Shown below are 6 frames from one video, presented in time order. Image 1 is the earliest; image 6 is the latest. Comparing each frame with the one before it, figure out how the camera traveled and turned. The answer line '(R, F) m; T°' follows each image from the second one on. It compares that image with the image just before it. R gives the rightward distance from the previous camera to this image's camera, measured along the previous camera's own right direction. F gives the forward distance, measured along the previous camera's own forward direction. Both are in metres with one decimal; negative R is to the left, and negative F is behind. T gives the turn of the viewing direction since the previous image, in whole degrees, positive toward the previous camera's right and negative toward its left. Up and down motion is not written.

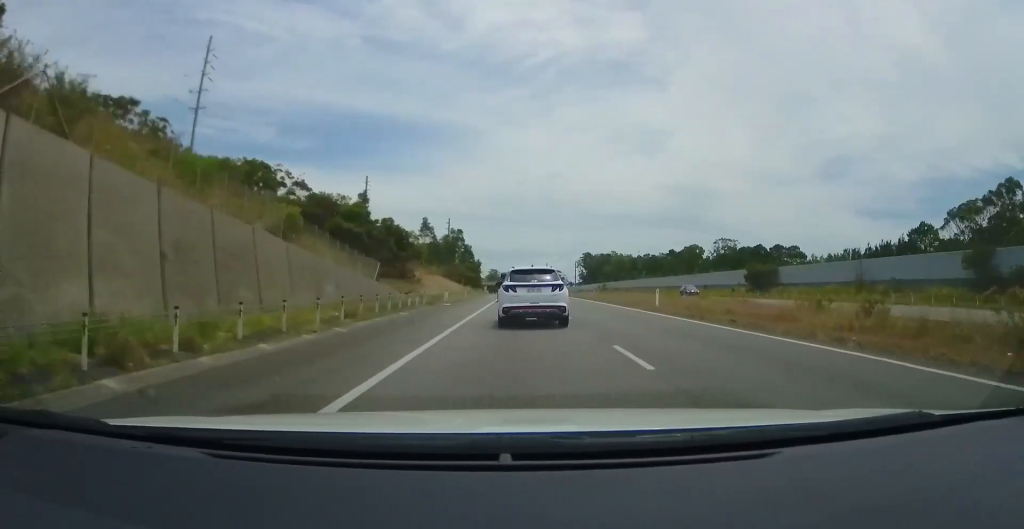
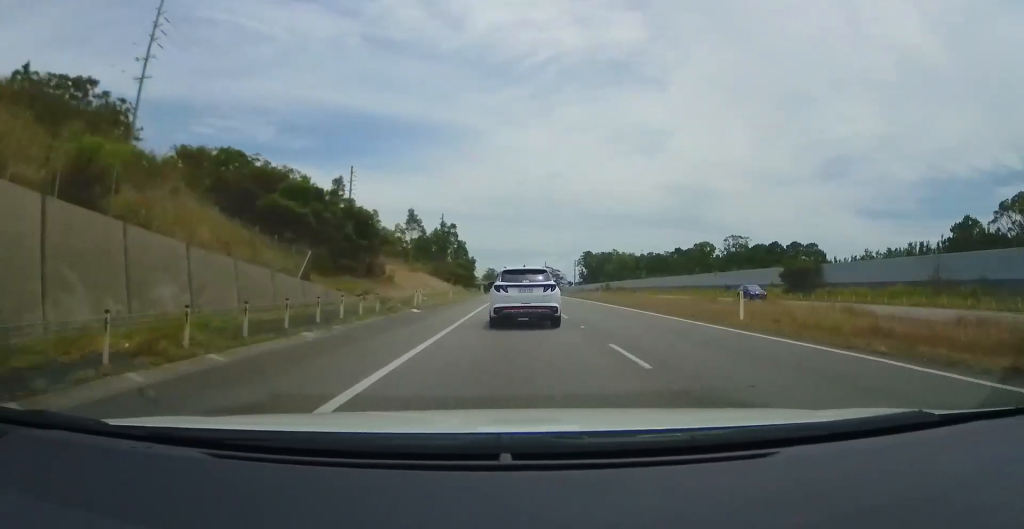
(-0.1, +11.6) m; -1°
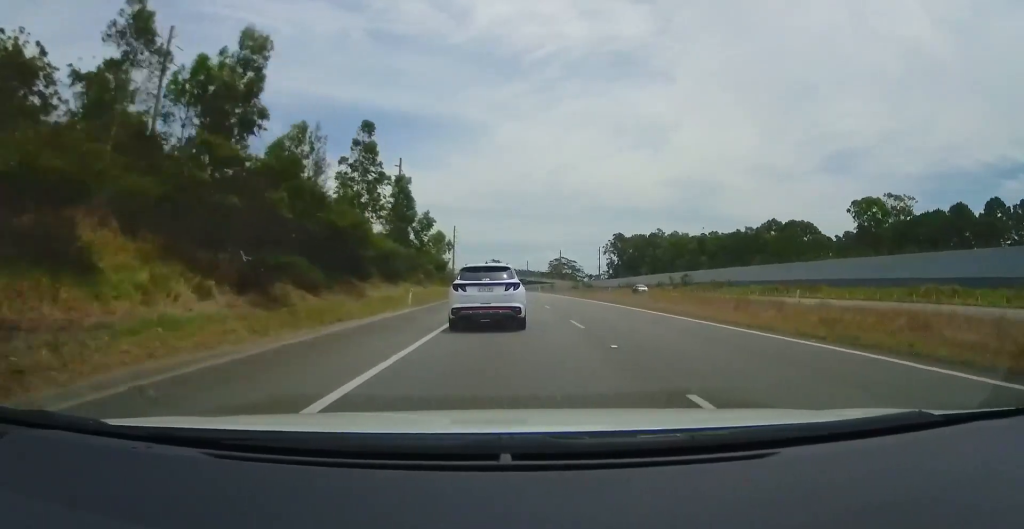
(-0.4, +77.4) m; +1°
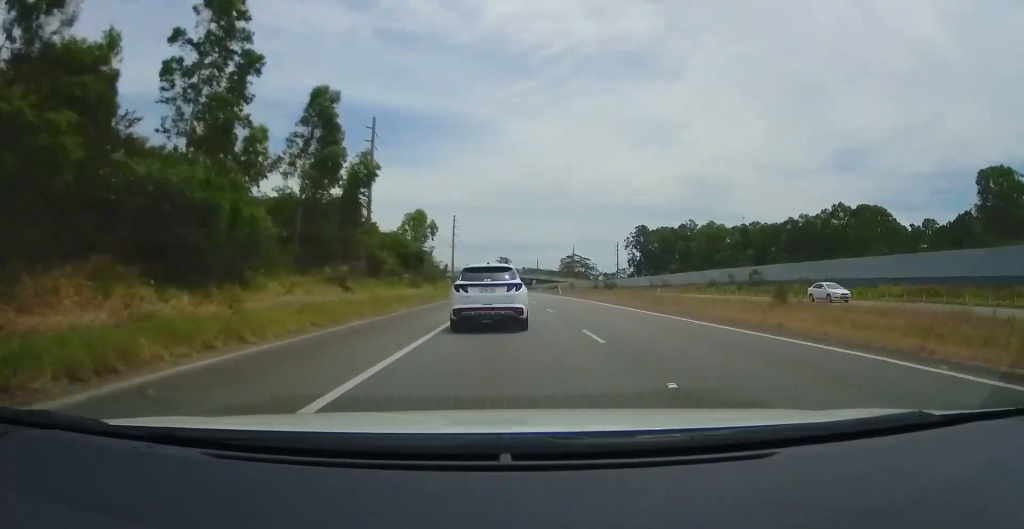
(+0.1, +28.0) m; 0°
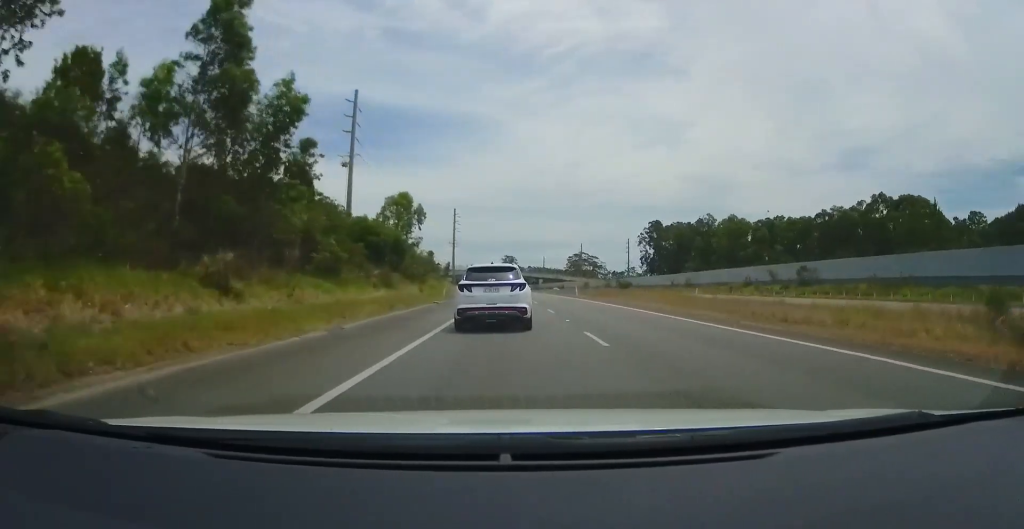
(0.0, +13.3) m; 0°
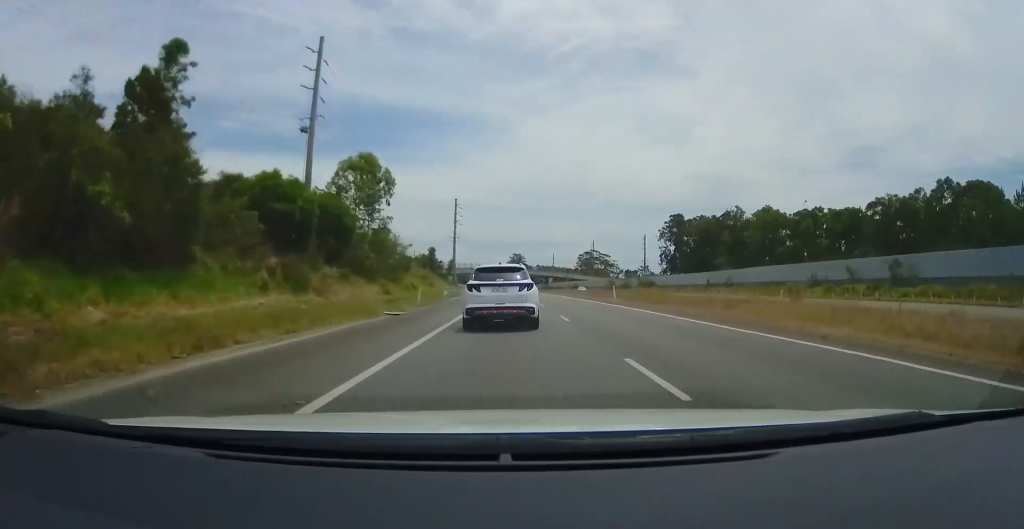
(-0.1, +17.3) m; -1°
